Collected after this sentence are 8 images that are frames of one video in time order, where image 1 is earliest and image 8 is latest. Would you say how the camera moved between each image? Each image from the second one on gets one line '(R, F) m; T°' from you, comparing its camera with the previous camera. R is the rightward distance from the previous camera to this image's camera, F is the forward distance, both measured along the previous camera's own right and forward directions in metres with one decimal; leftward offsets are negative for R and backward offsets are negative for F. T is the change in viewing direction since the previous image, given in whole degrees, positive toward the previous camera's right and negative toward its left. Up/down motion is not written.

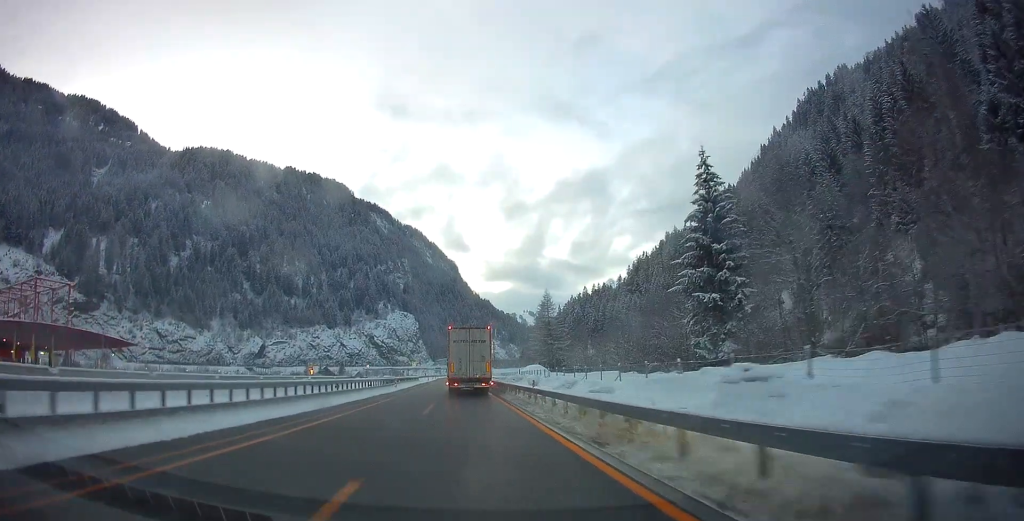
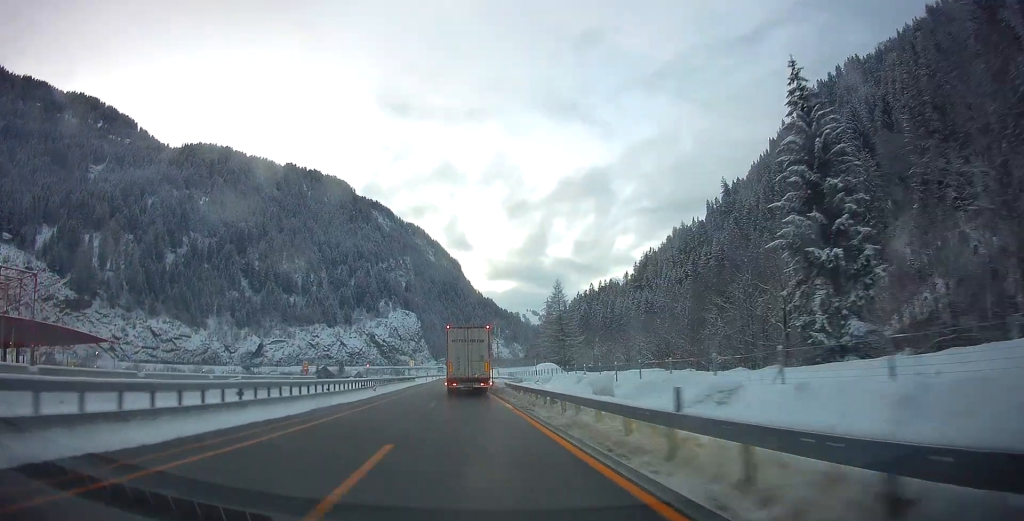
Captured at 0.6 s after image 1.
(0.0, +13.2) m; 0°
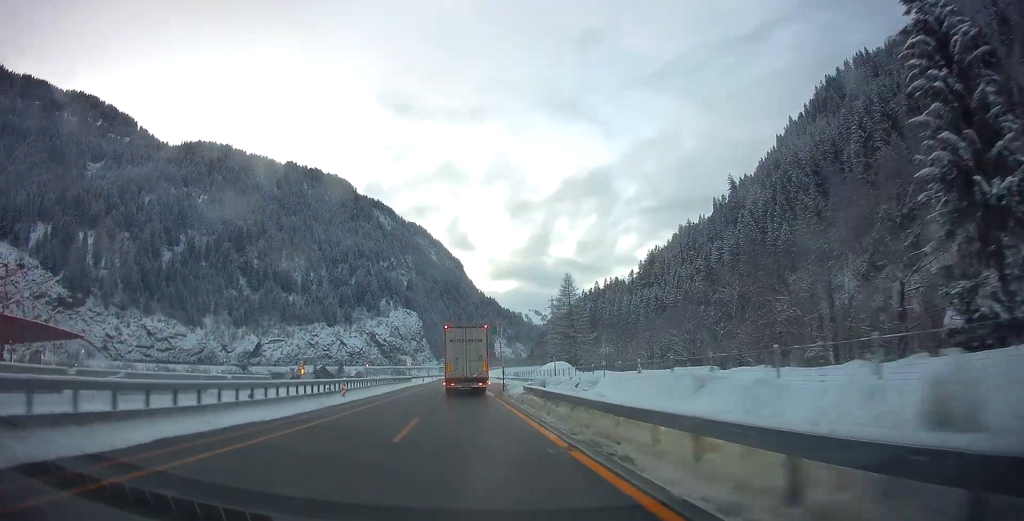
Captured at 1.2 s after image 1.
(0.0, +11.0) m; 0°
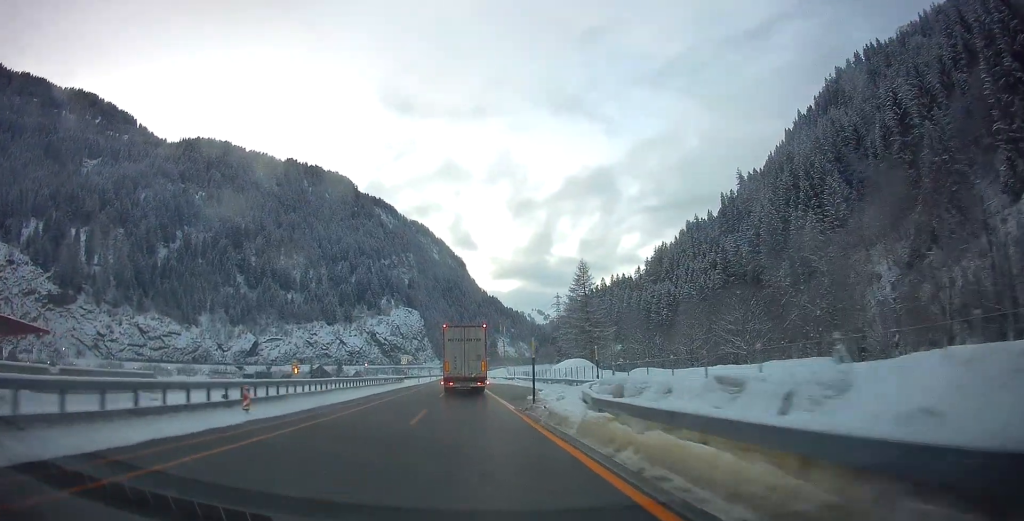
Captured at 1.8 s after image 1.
(0.0, +13.8) m; -1°
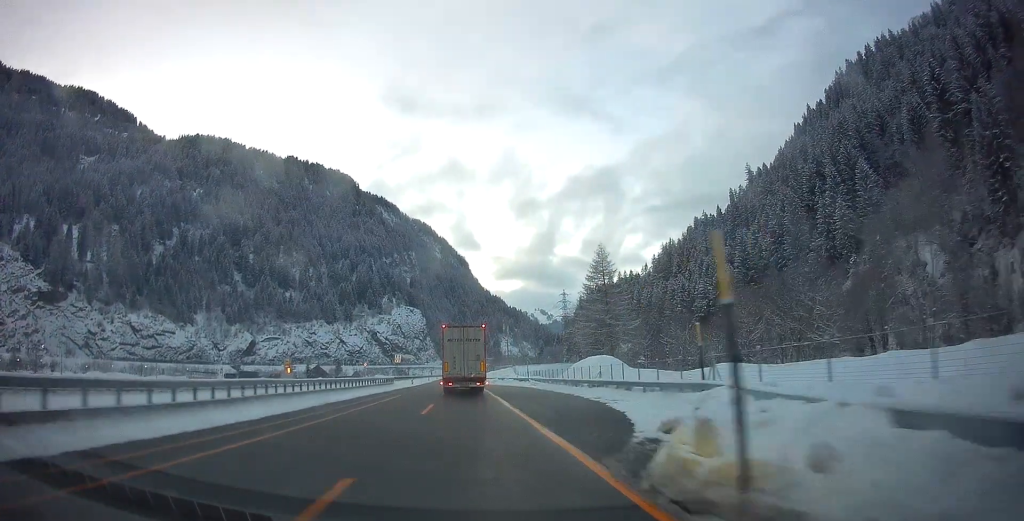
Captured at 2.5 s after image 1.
(-0.2, +13.0) m; 0°
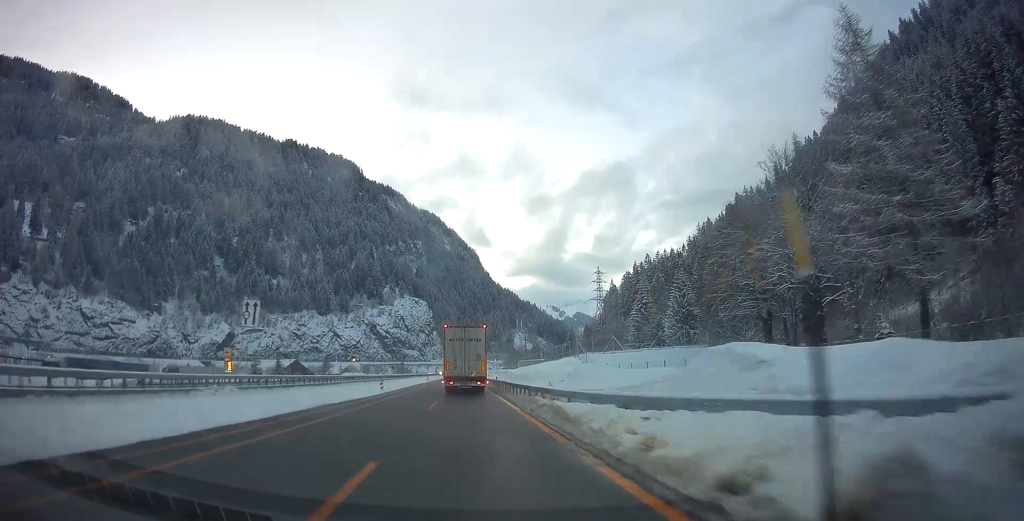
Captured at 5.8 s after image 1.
(+0.5, +68.0) m; 0°
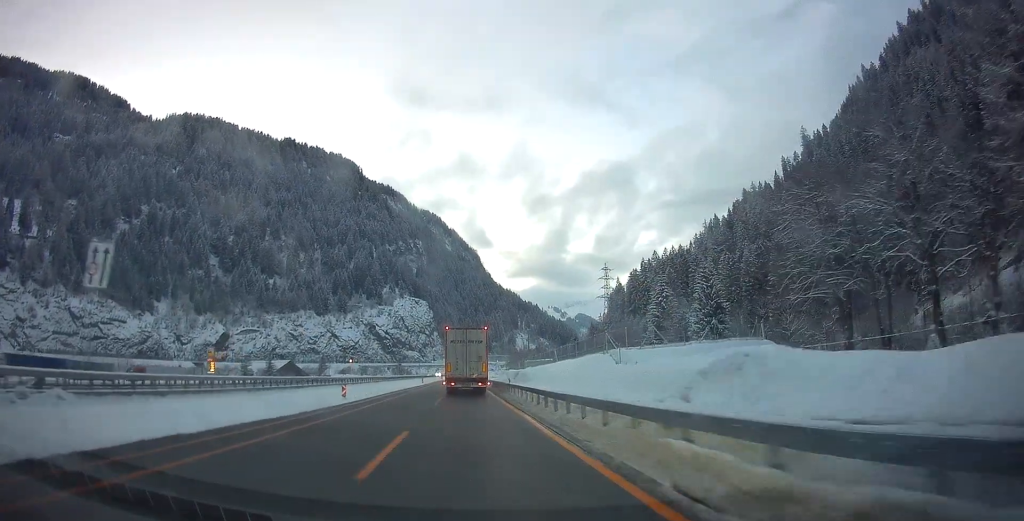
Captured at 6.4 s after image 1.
(0.0, +13.0) m; 0°
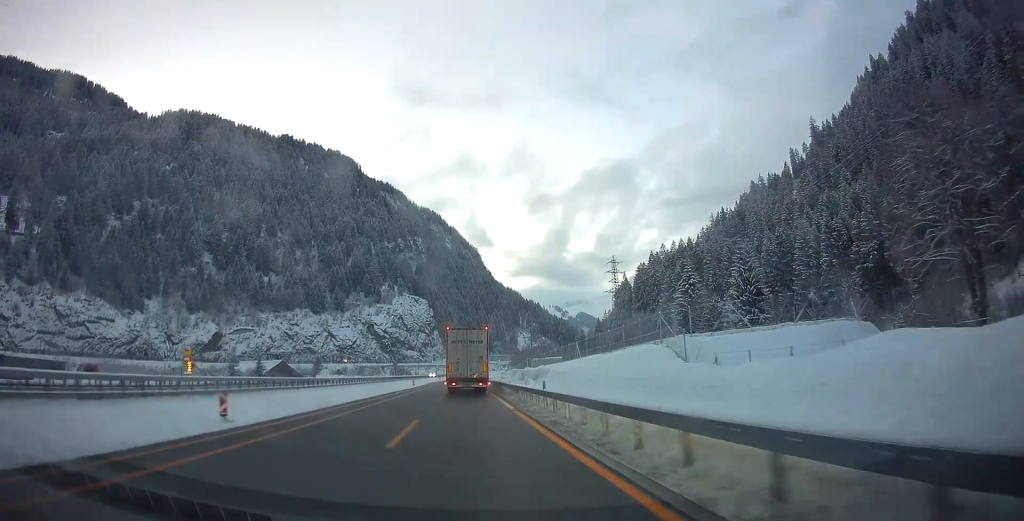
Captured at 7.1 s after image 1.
(+0.3, +13.7) m; 0°
